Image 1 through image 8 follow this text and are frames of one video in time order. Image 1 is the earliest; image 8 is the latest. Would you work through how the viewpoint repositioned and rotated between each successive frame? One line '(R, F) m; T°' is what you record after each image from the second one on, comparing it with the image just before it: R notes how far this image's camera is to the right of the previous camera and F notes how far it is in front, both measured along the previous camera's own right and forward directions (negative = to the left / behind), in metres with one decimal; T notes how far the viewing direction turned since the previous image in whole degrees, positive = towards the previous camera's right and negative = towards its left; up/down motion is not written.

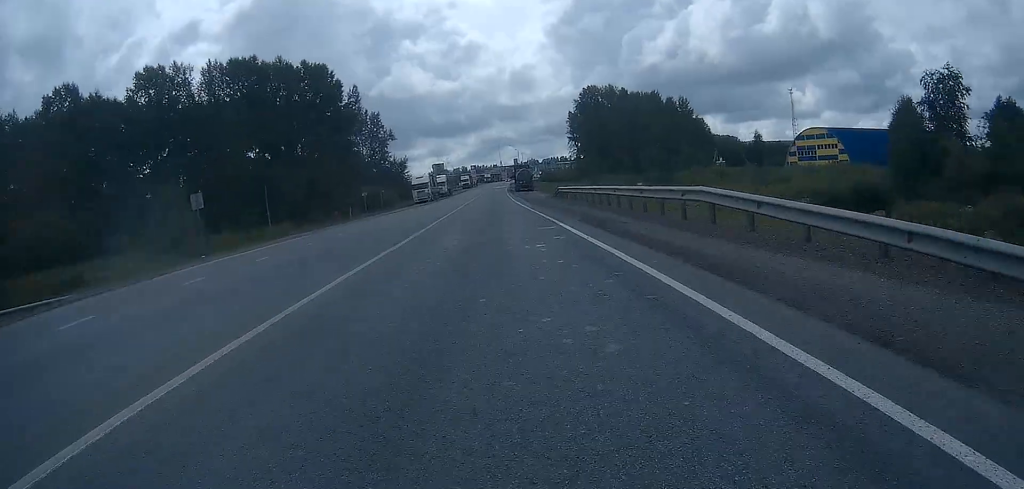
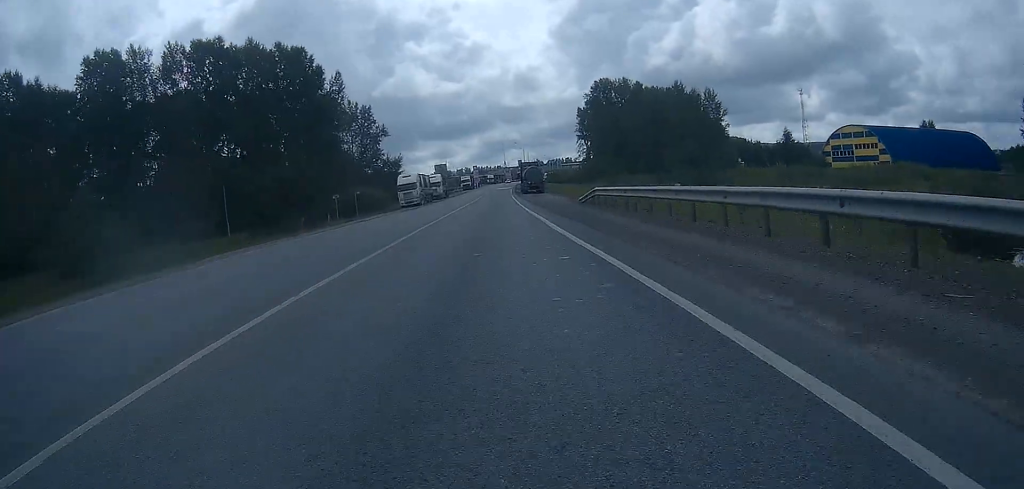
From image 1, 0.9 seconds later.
(0.0, +14.1) m; 0°
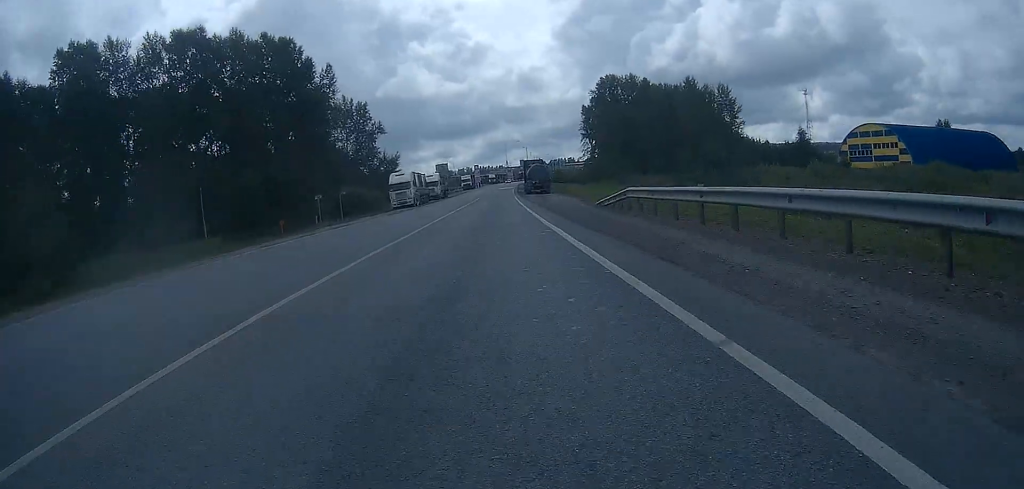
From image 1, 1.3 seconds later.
(0.0, +6.6) m; 0°
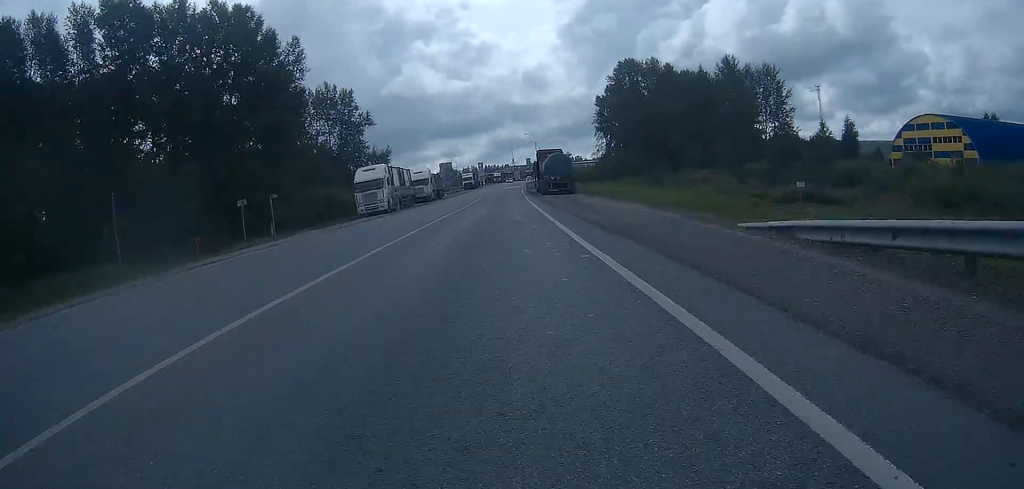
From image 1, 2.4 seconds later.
(-0.1, +18.2) m; 0°
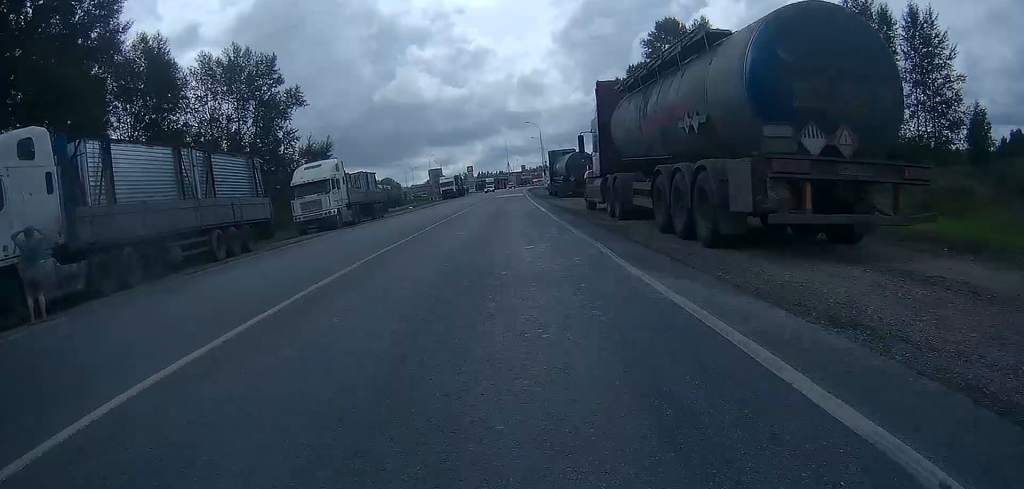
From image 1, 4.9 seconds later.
(+0.3, +38.4) m; +1°
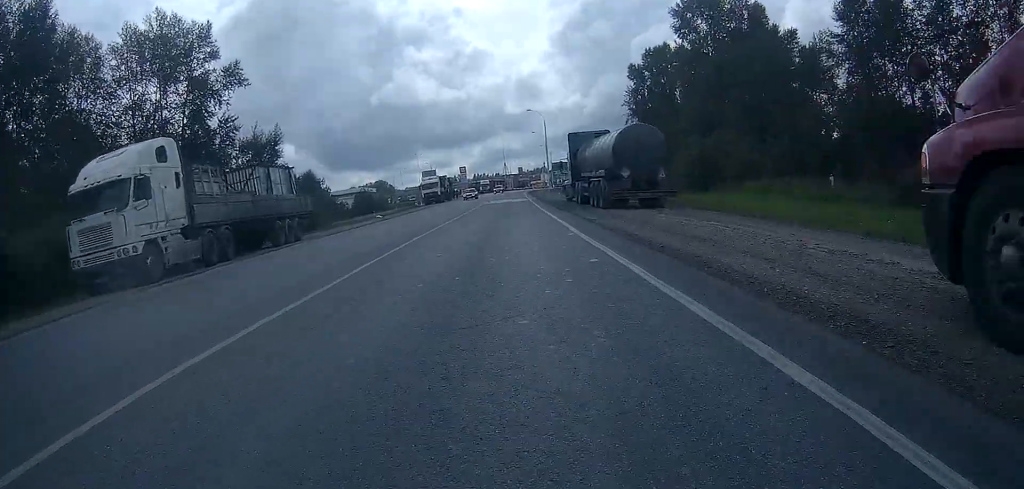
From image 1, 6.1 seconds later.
(0.0, +18.4) m; 0°
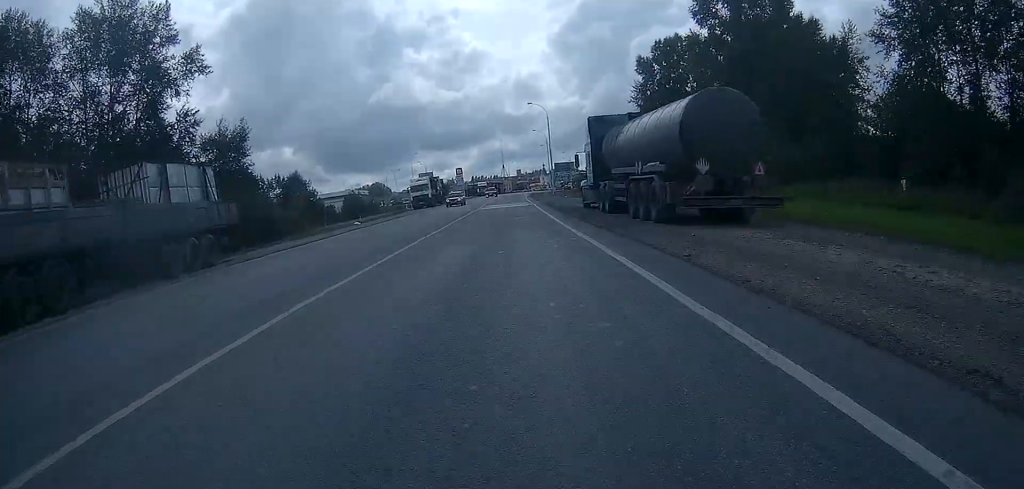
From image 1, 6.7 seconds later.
(-0.1, +9.2) m; 0°
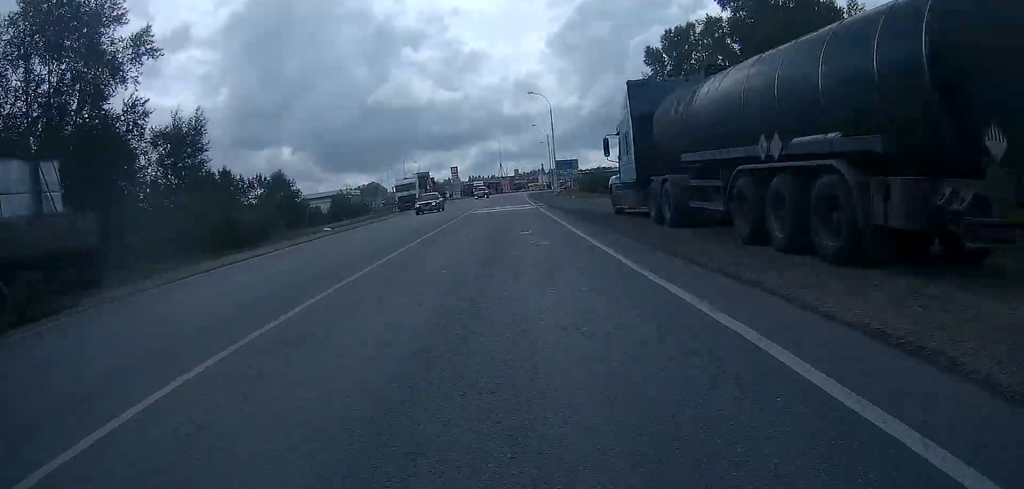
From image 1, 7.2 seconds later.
(0.0, +8.6) m; 0°
